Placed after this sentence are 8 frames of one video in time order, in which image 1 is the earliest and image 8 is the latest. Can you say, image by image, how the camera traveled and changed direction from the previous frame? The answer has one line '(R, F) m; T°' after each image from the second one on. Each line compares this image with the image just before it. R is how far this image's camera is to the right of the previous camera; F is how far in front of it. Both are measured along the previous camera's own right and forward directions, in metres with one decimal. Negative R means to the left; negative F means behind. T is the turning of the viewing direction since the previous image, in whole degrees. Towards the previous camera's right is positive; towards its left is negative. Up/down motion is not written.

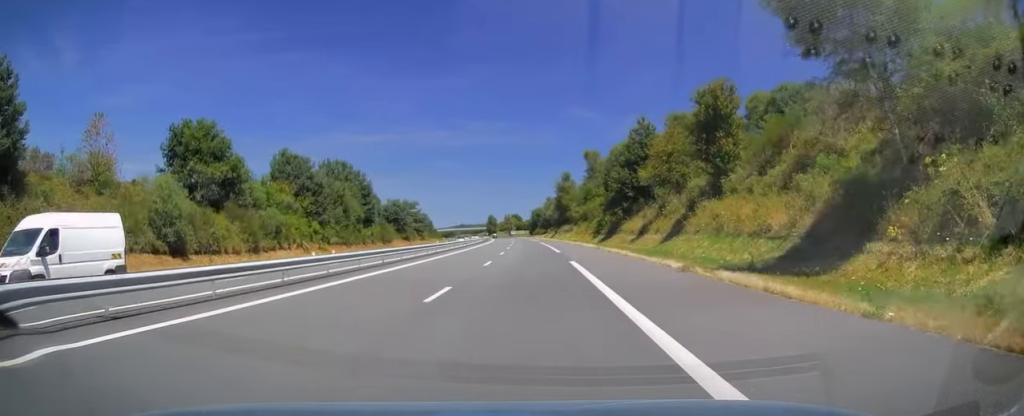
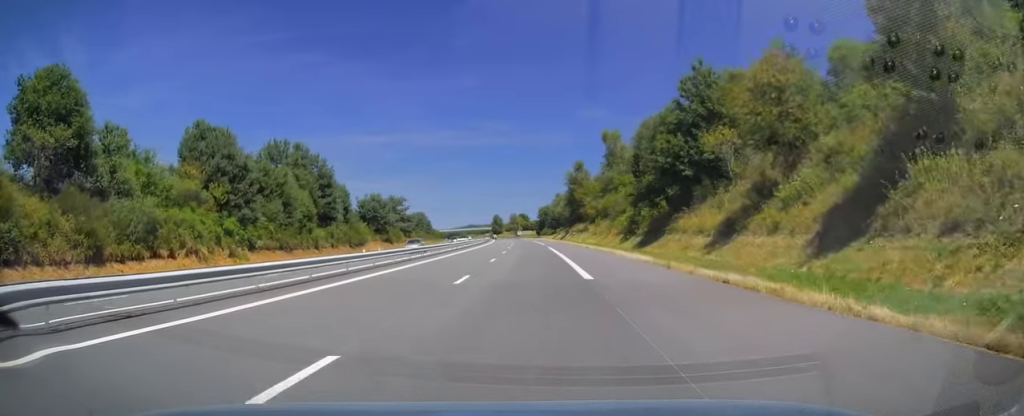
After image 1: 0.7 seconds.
(-0.2, +21.6) m; -1°
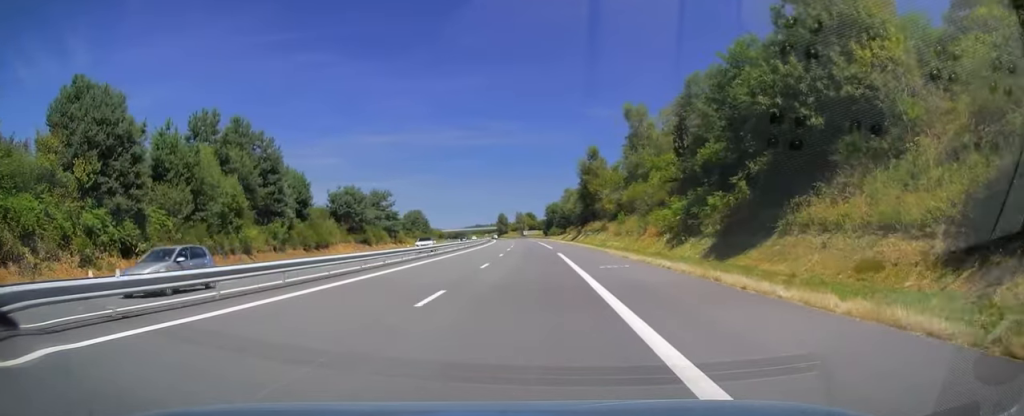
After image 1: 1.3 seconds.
(-0.1, +18.2) m; -1°
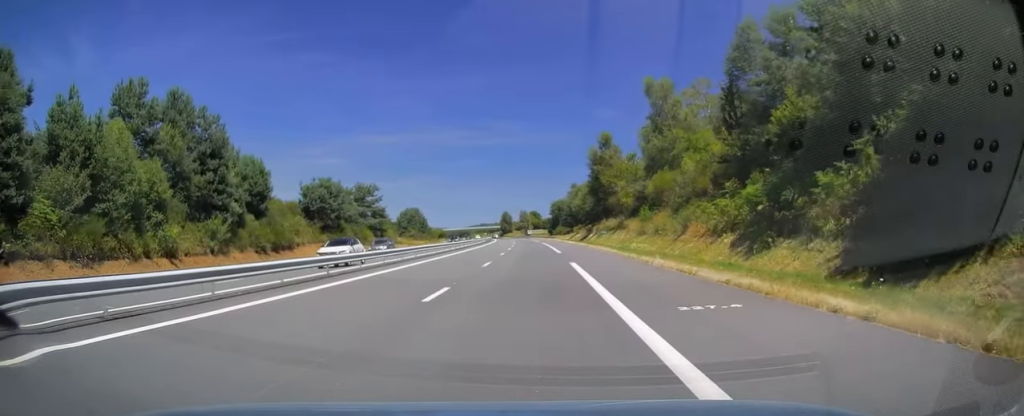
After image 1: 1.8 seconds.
(0.0, +12.4) m; 0°
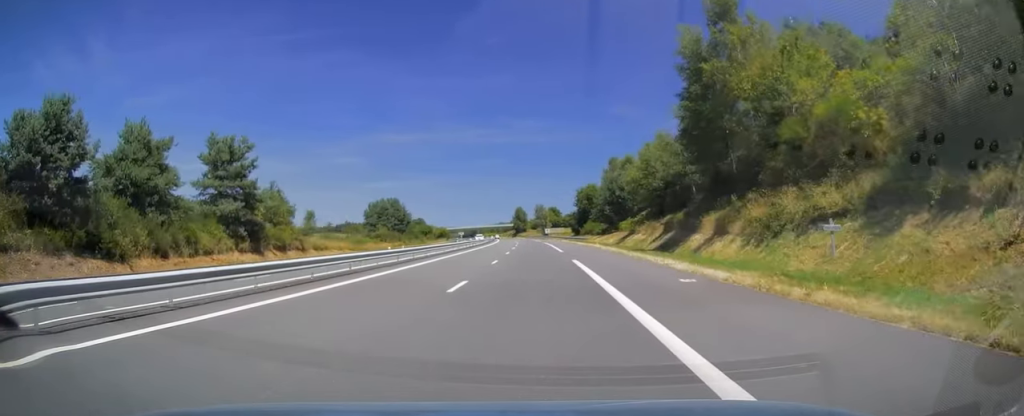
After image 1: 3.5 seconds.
(-0.9, +50.5) m; -2°
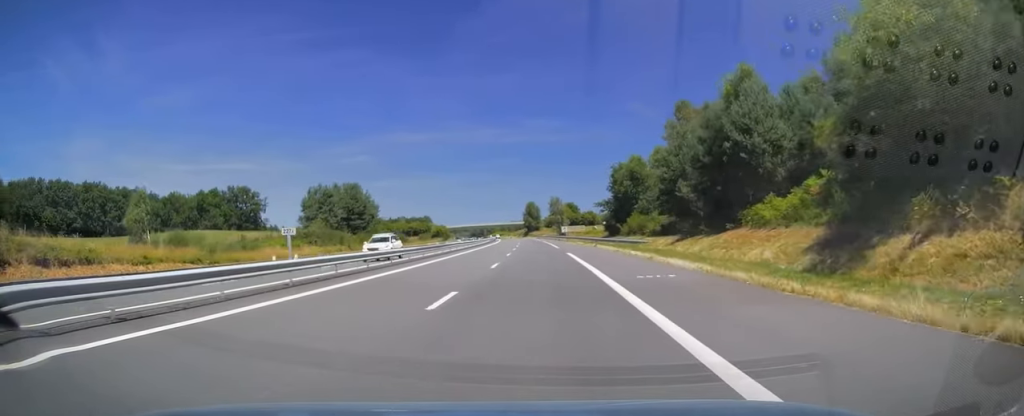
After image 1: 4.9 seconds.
(-0.4, +42.6) m; -1°
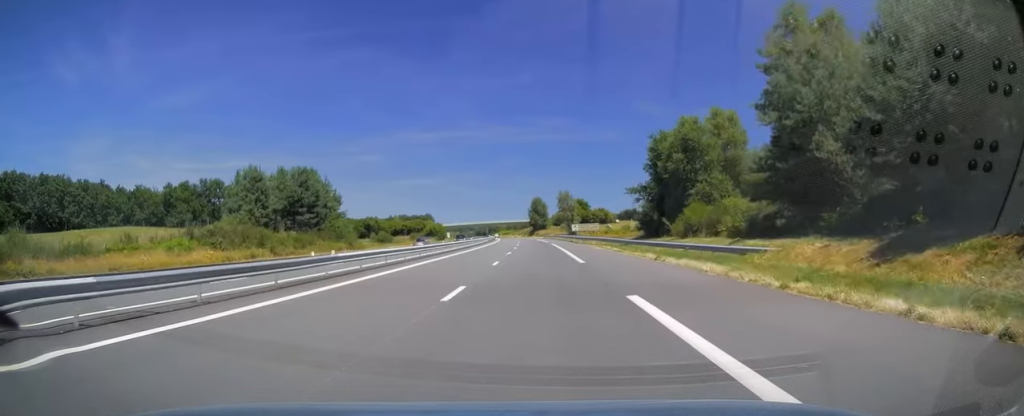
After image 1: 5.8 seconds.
(-0.2, +25.1) m; -1°
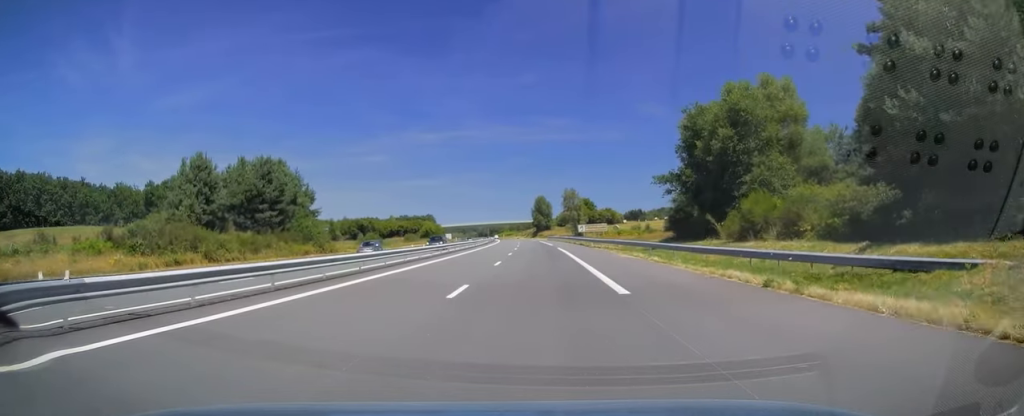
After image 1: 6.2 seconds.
(-0.1, +12.4) m; 0°
